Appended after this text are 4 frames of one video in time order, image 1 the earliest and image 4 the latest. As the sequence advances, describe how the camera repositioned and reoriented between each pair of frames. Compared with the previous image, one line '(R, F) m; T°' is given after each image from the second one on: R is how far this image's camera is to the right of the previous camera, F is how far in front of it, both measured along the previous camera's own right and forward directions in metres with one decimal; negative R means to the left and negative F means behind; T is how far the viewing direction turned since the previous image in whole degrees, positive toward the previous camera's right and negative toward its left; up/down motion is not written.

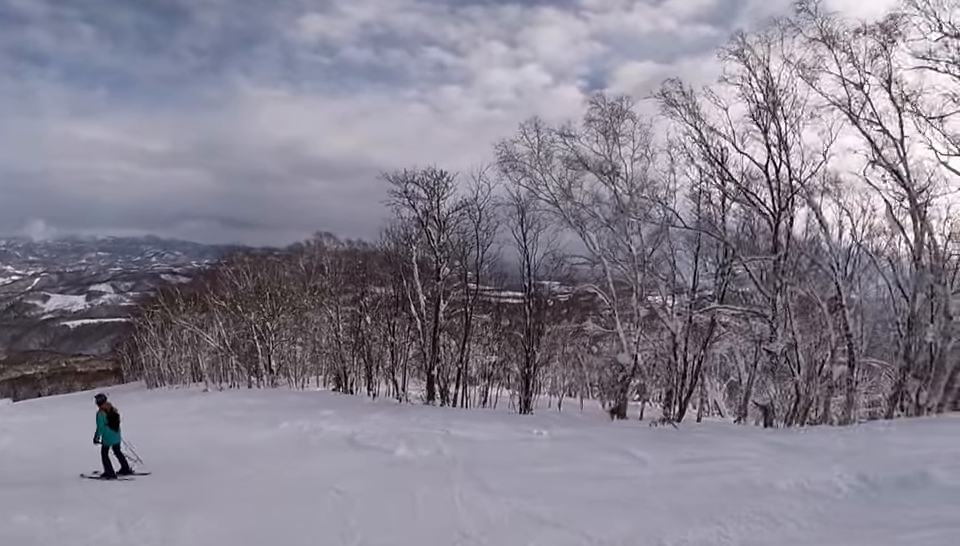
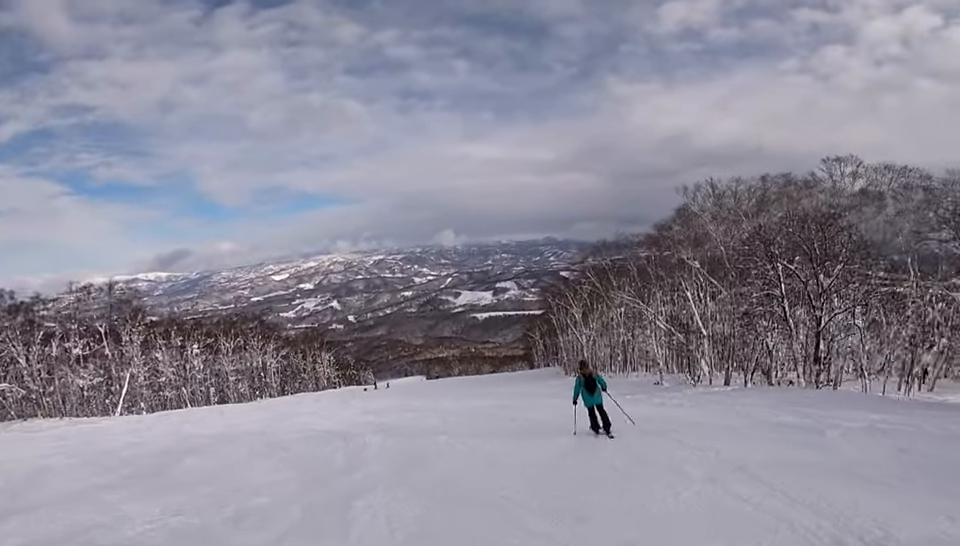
(-6.5, +16.1) m; -15°
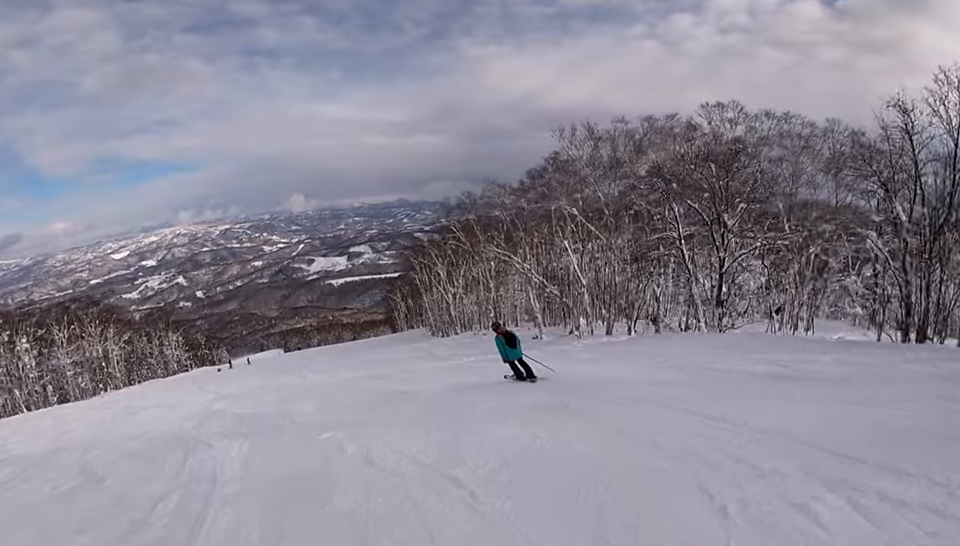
(+1.3, +3.3) m; +7°
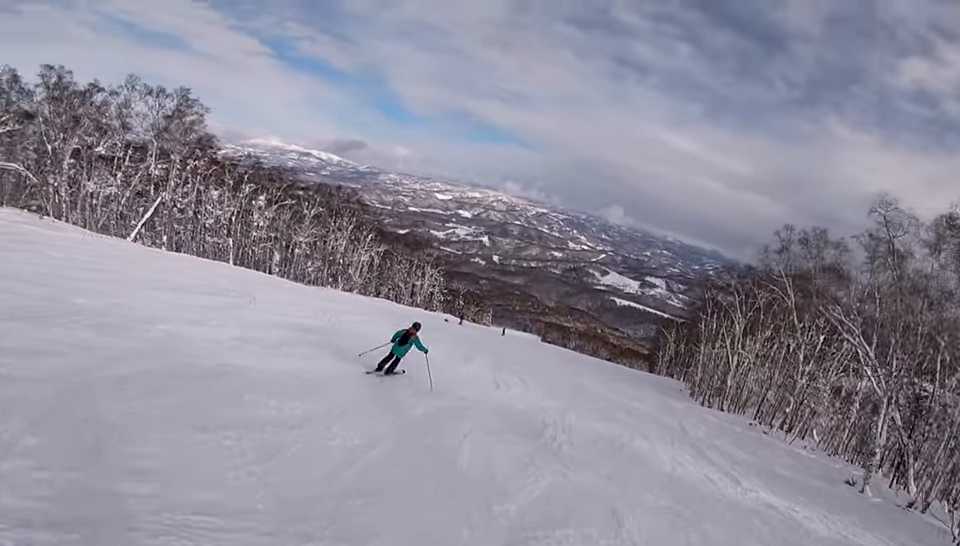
(-4.7, +14.4) m; -35°
